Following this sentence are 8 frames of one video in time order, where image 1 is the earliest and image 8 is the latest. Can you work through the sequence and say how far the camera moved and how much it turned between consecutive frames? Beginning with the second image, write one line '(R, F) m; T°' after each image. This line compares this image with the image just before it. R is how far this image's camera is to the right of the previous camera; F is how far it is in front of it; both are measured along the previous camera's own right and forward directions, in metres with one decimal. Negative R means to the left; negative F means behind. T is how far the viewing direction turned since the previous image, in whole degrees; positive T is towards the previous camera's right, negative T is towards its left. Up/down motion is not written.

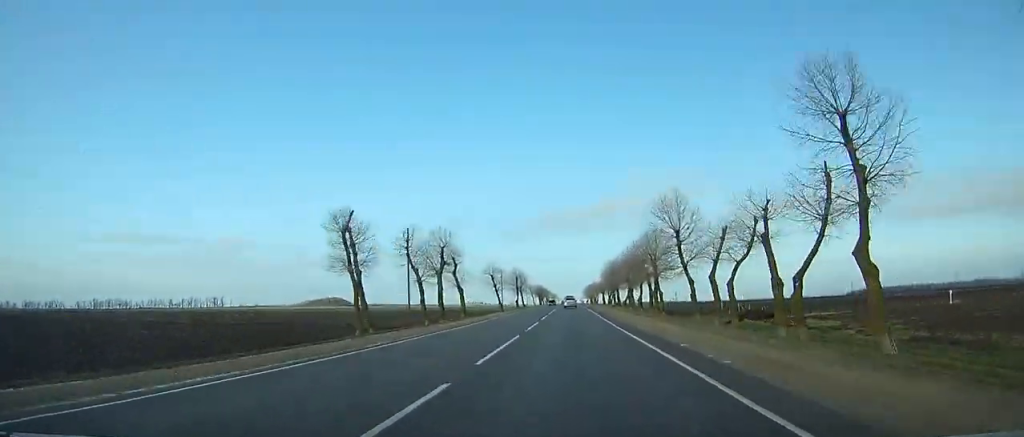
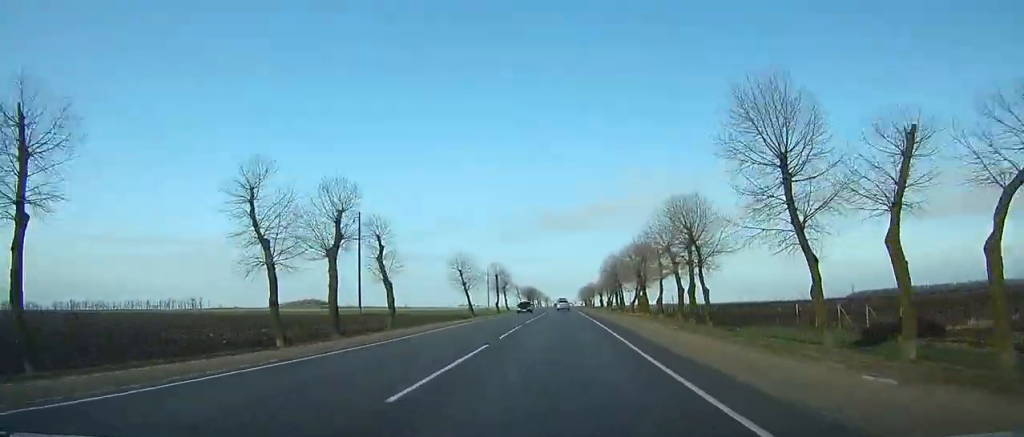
(+0.1, +28.8) m; 0°
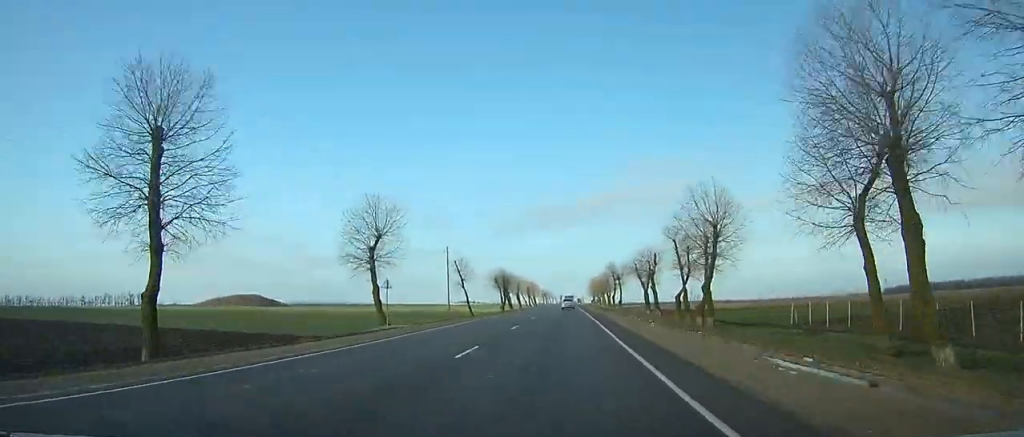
(-0.5, +107.1) m; -2°
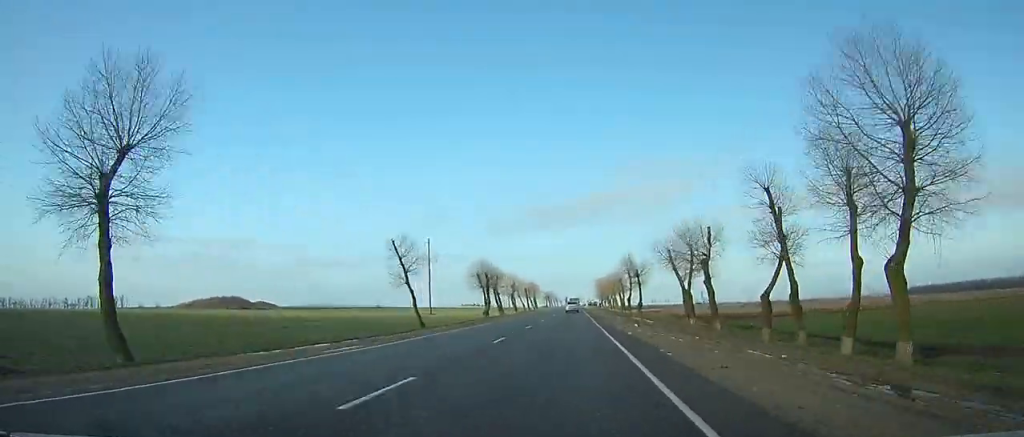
(-0.3, +29.3) m; 0°
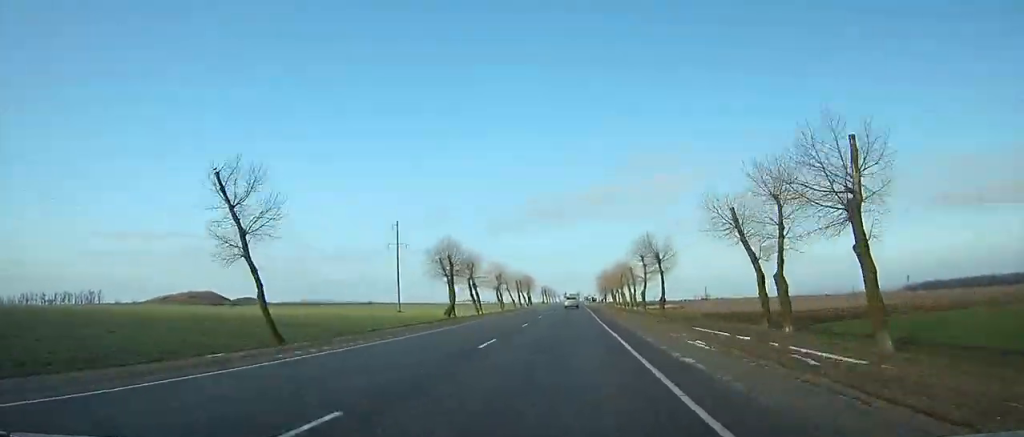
(-0.6, +27.1) m; 0°
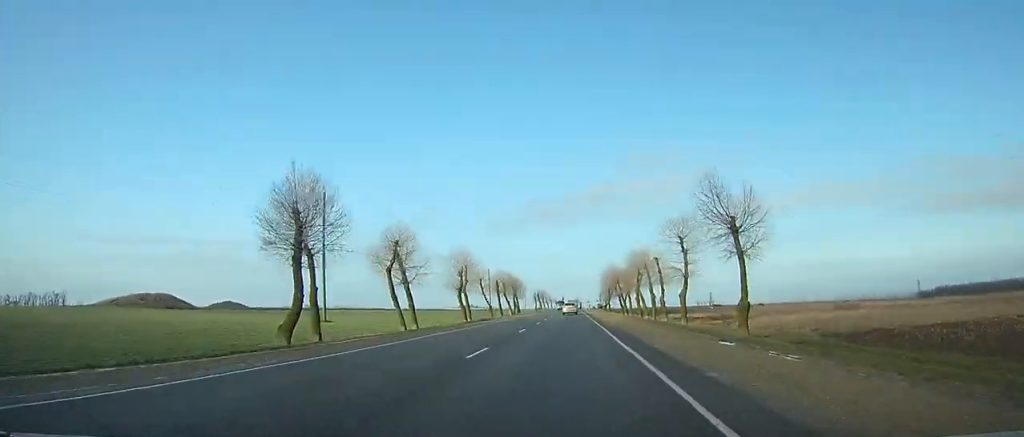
(+0.1, +38.4) m; +1°
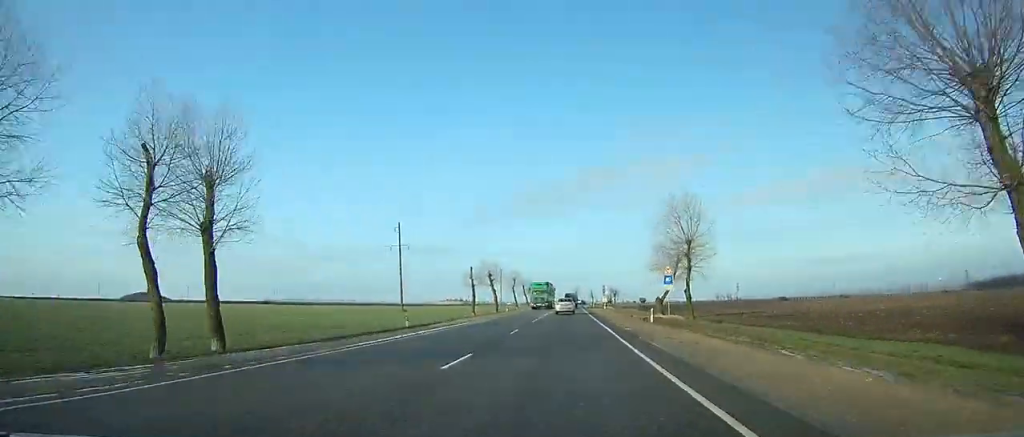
(+1.3, +132.0) m; 0°
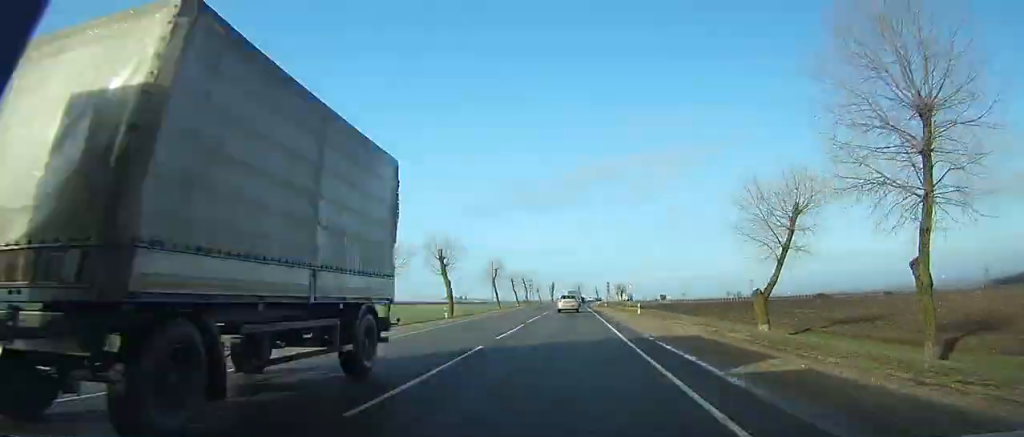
(+0.1, +39.9) m; 0°
